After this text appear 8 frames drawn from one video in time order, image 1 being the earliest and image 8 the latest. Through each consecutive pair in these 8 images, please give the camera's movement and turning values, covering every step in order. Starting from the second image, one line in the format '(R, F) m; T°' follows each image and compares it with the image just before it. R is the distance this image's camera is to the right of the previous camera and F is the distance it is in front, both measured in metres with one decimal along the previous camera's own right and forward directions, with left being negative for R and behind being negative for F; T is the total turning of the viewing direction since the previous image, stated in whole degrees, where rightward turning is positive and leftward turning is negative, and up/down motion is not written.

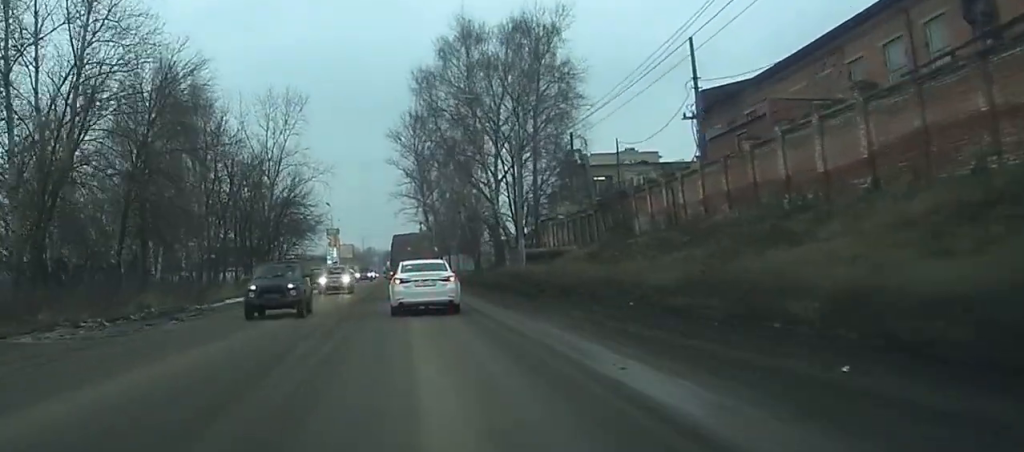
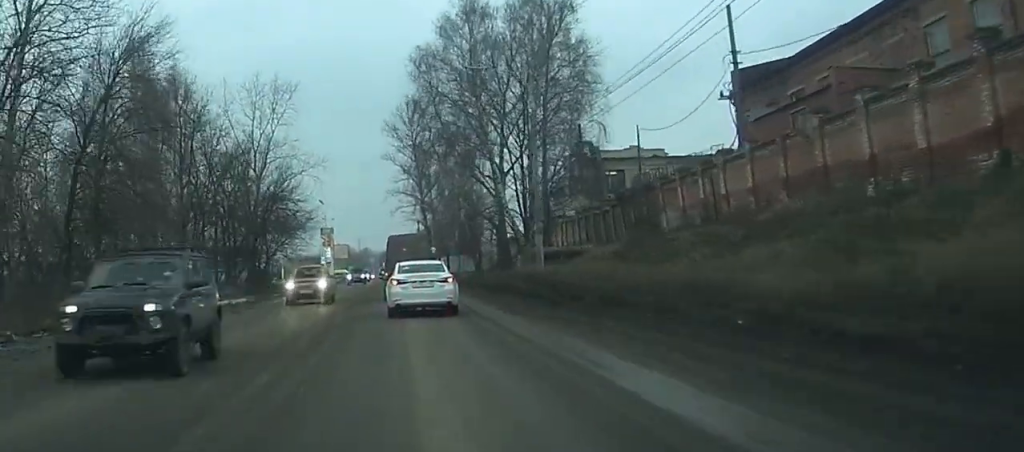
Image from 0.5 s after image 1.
(0.0, +6.2) m; 0°
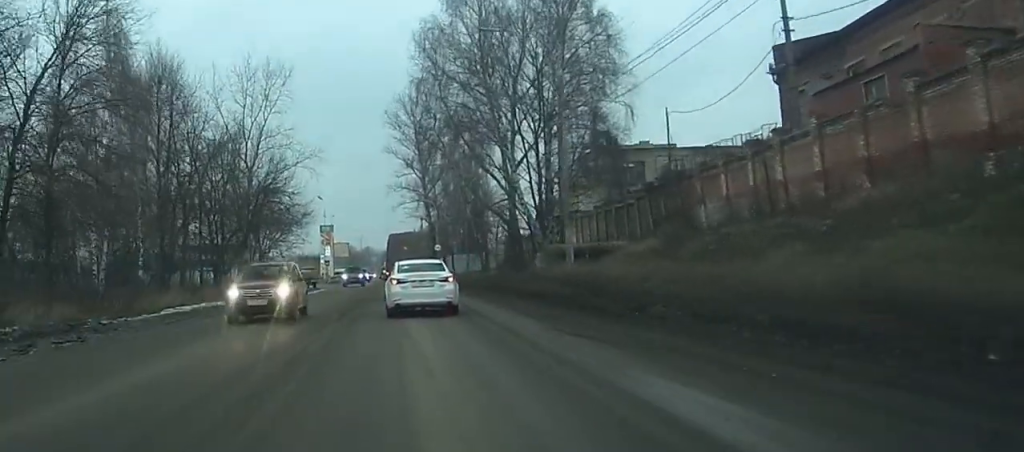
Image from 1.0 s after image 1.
(0.0, +5.6) m; 0°
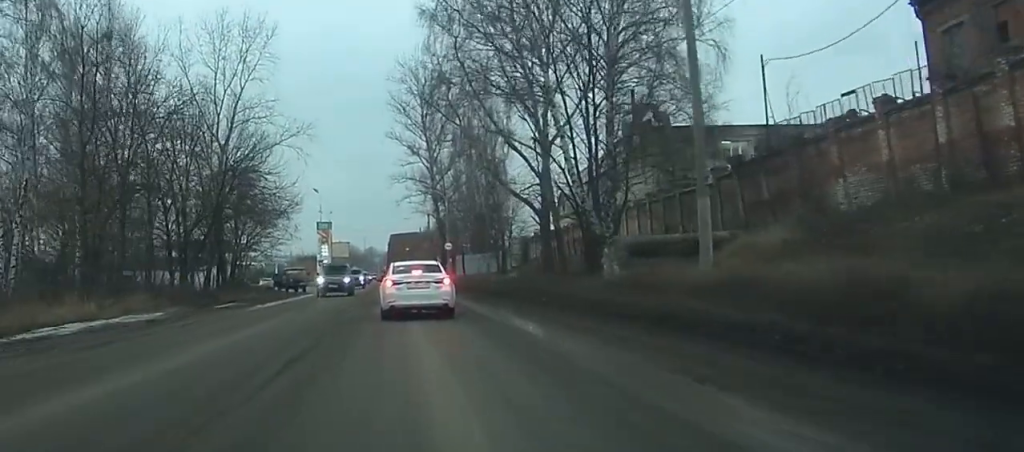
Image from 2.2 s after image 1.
(+0.1, +12.9) m; +1°
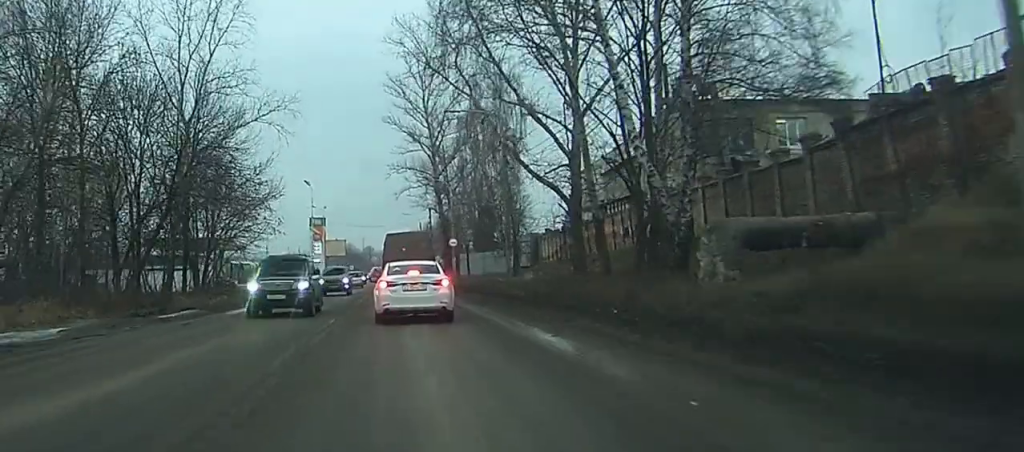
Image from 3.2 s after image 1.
(+0.1, +9.5) m; 0°
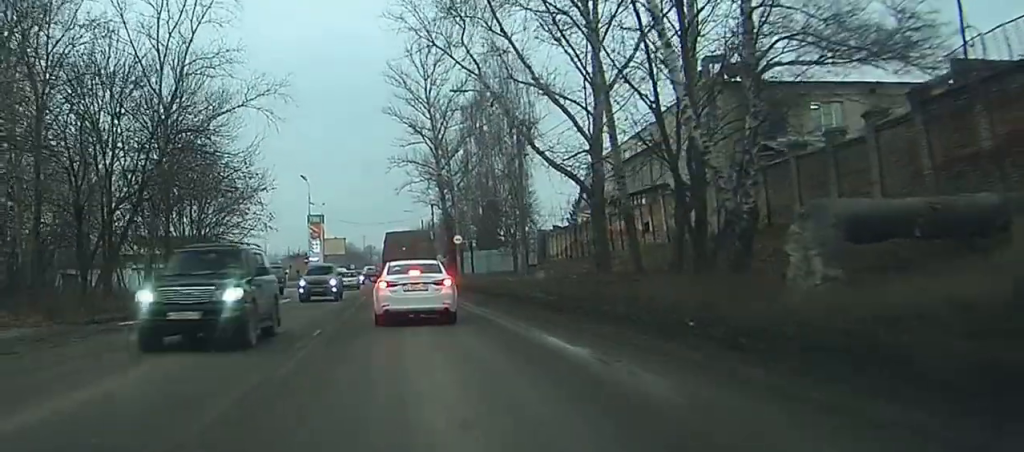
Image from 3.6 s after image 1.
(0.0, +4.6) m; 0°
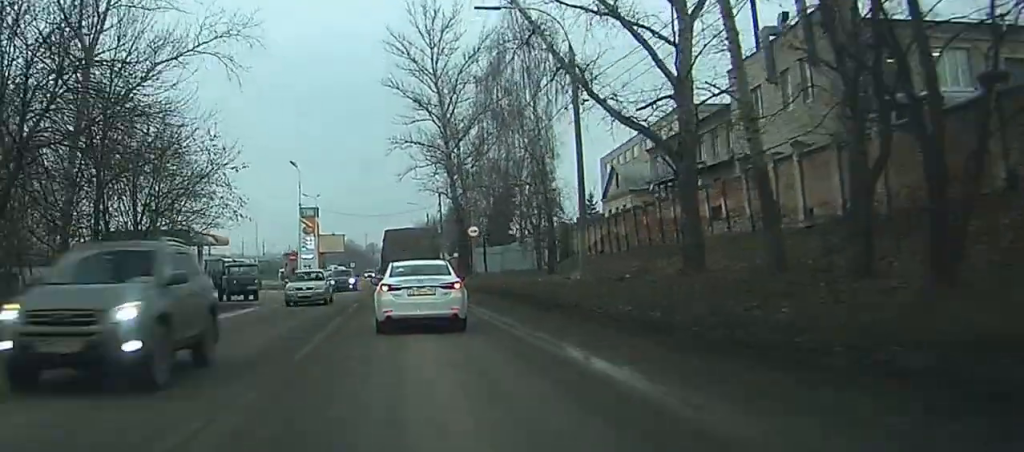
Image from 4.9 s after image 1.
(0.0, +12.1) m; 0°
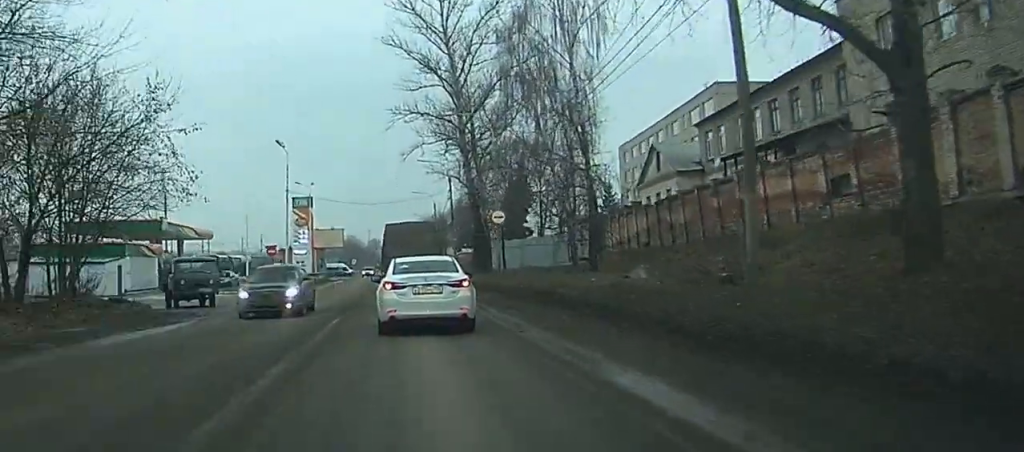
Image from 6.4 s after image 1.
(0.0, +13.0) m; 0°
